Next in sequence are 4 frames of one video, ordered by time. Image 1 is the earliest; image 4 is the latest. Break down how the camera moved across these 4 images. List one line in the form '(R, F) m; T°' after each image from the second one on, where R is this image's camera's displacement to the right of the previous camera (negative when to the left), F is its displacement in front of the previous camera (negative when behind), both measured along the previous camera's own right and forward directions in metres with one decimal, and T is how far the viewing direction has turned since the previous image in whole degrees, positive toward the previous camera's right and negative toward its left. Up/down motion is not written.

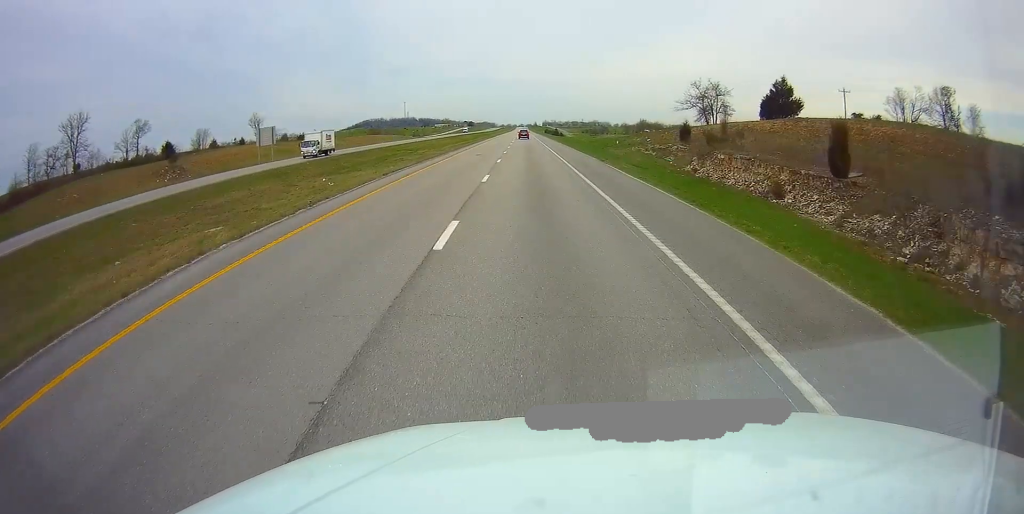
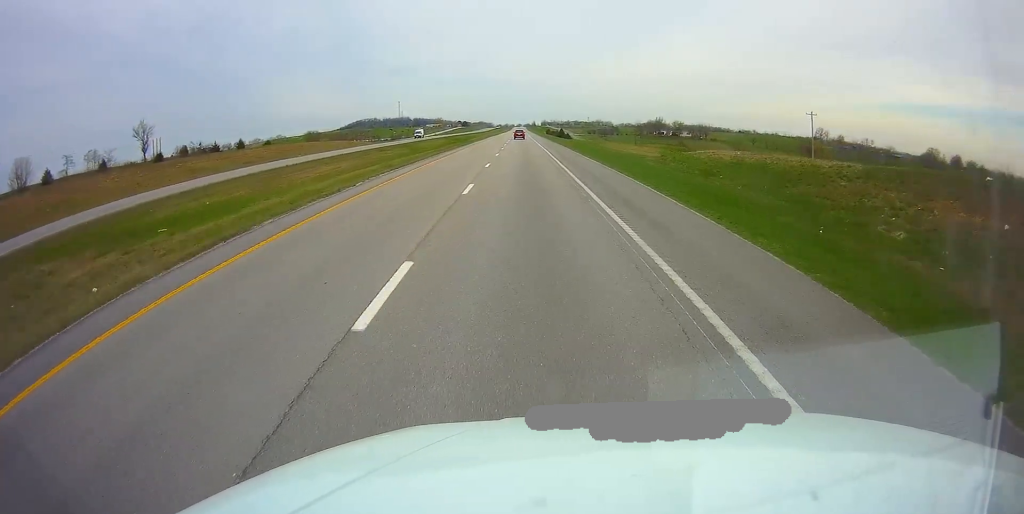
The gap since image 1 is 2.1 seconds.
(-0.1, +64.7) m; 0°
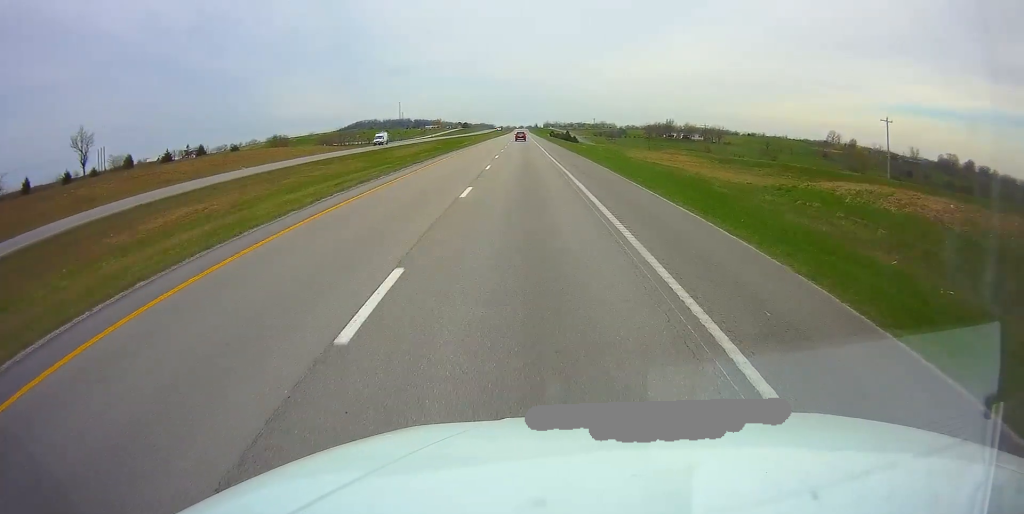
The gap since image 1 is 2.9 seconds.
(0.0, +24.7) m; 0°
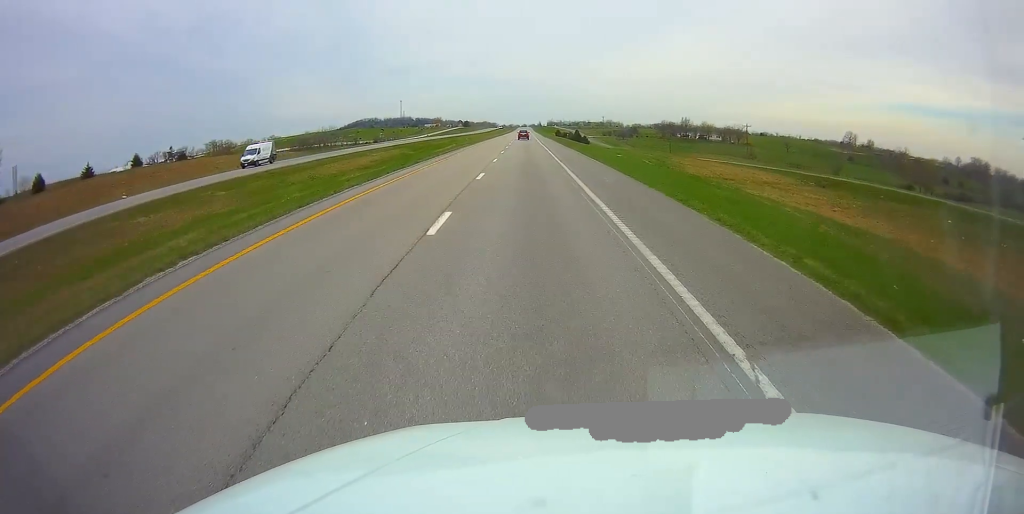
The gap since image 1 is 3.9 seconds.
(-0.1, +30.9) m; 0°
